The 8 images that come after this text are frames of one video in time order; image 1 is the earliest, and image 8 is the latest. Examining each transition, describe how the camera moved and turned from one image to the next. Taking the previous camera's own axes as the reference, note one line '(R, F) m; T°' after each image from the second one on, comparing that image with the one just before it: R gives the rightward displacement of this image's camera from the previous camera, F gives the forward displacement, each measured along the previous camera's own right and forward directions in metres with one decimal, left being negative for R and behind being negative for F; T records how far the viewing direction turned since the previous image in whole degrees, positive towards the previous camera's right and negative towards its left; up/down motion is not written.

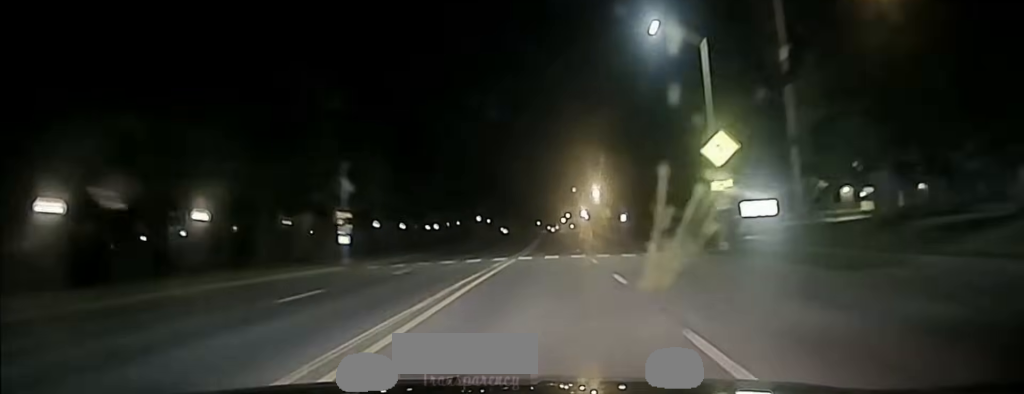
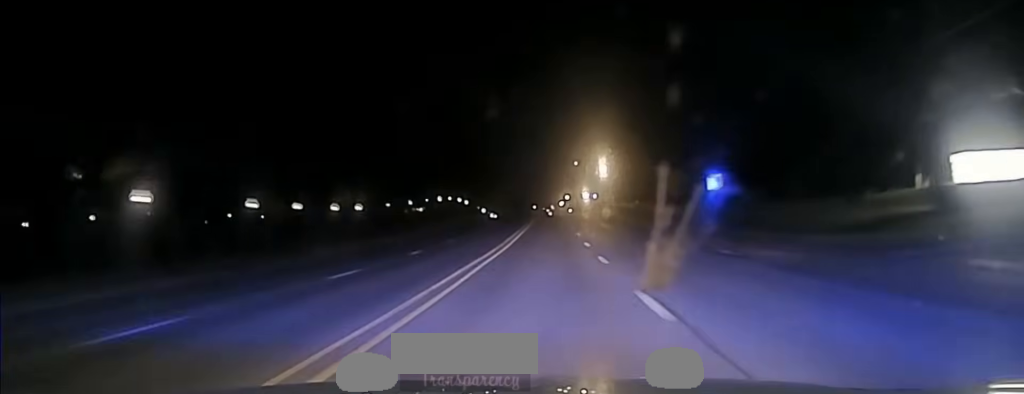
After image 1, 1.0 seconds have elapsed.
(+0.4, +43.2) m; 0°
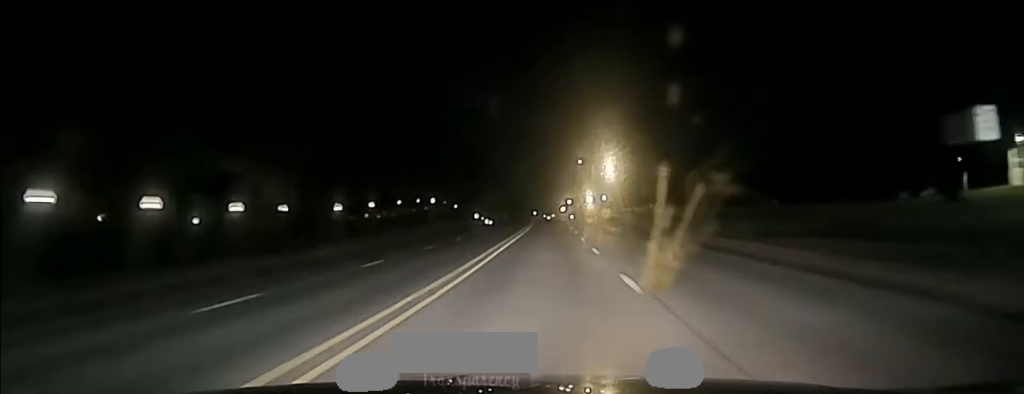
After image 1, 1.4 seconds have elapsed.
(-0.2, +18.8) m; 0°
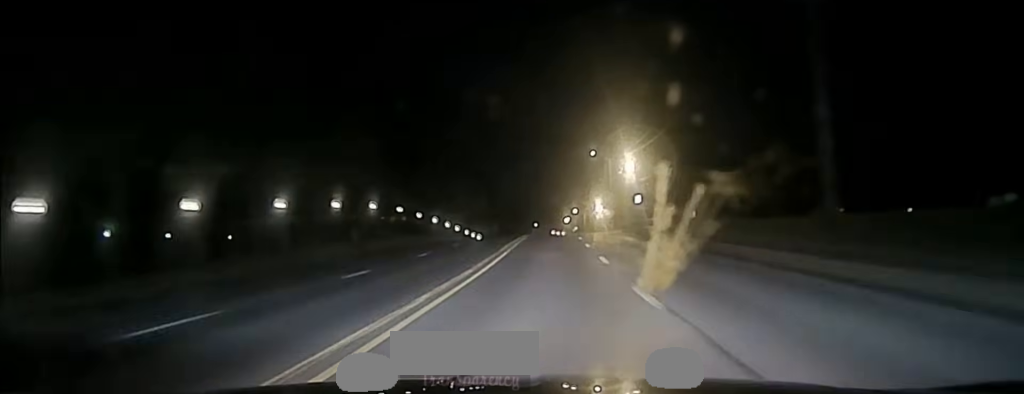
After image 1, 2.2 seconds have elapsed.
(-0.2, +39.6) m; 0°
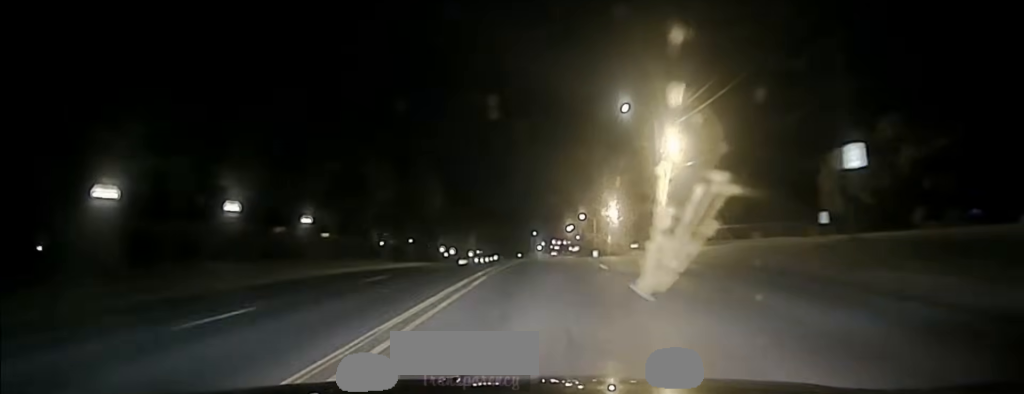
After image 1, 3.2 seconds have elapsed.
(+0.1, +43.9) m; 0°
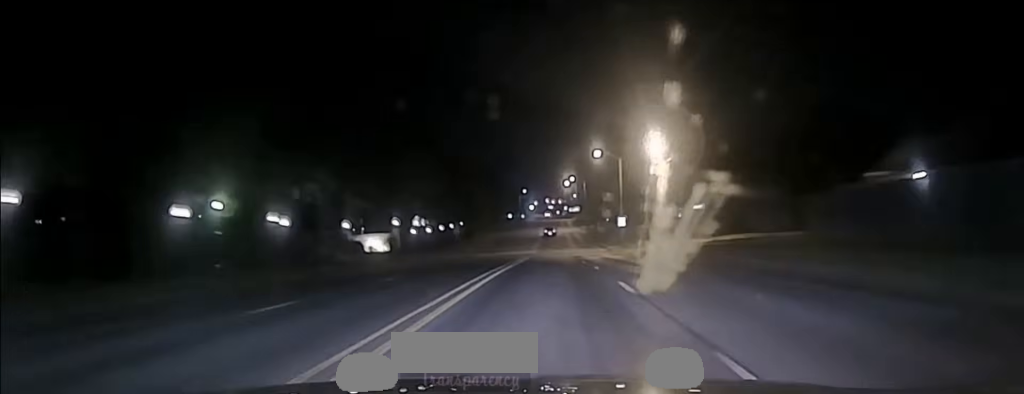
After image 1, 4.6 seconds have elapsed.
(0.0, +69.7) m; 0°
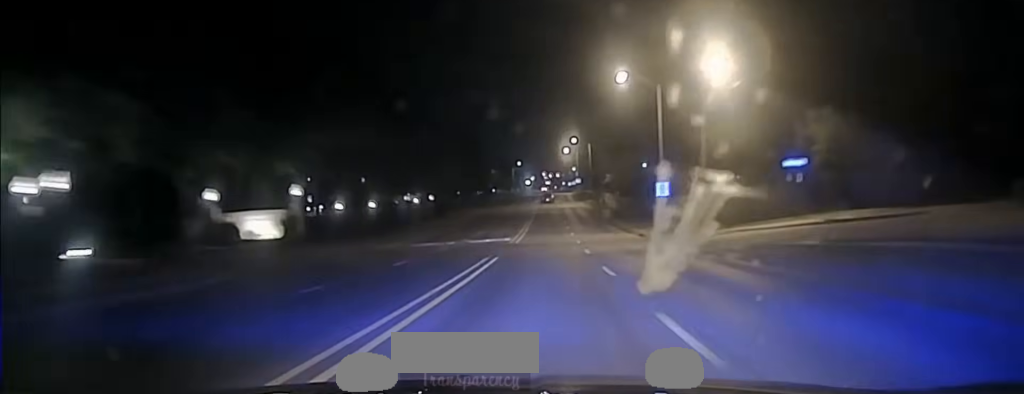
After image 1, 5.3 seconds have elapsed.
(-0.1, +33.8) m; 0°
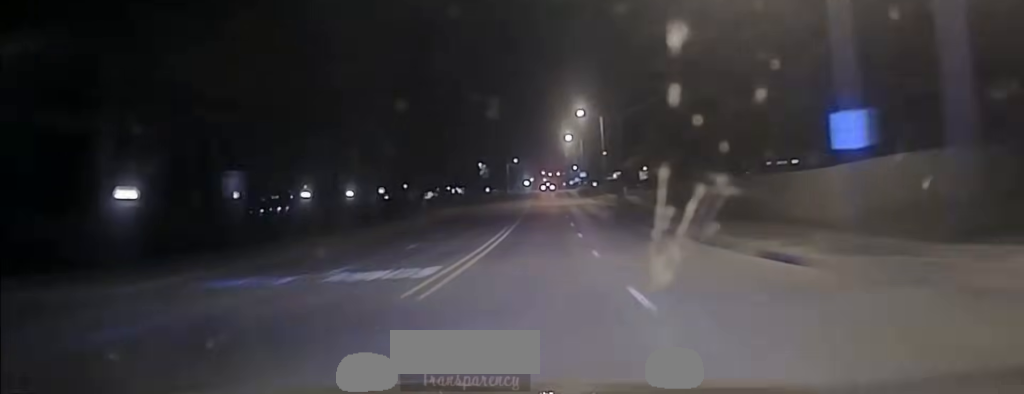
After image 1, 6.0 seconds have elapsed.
(-0.1, +33.2) m; 0°
